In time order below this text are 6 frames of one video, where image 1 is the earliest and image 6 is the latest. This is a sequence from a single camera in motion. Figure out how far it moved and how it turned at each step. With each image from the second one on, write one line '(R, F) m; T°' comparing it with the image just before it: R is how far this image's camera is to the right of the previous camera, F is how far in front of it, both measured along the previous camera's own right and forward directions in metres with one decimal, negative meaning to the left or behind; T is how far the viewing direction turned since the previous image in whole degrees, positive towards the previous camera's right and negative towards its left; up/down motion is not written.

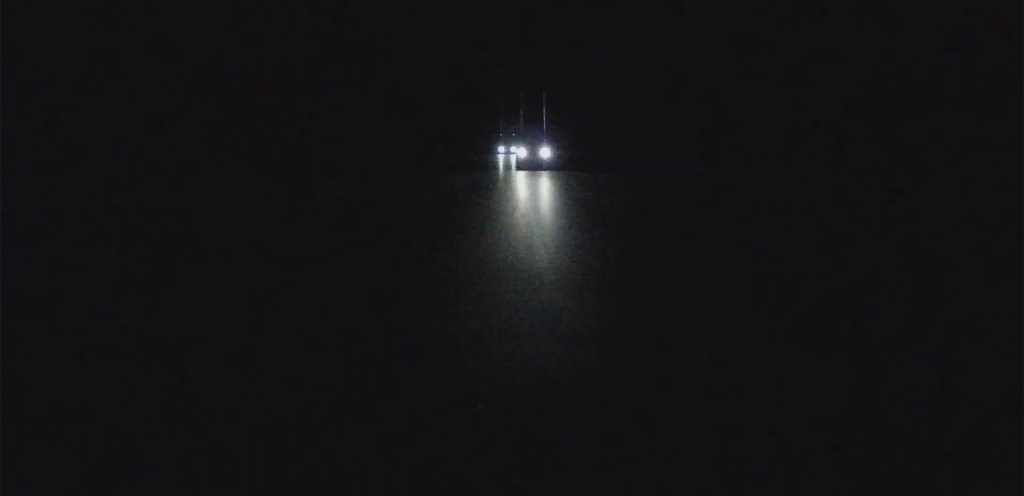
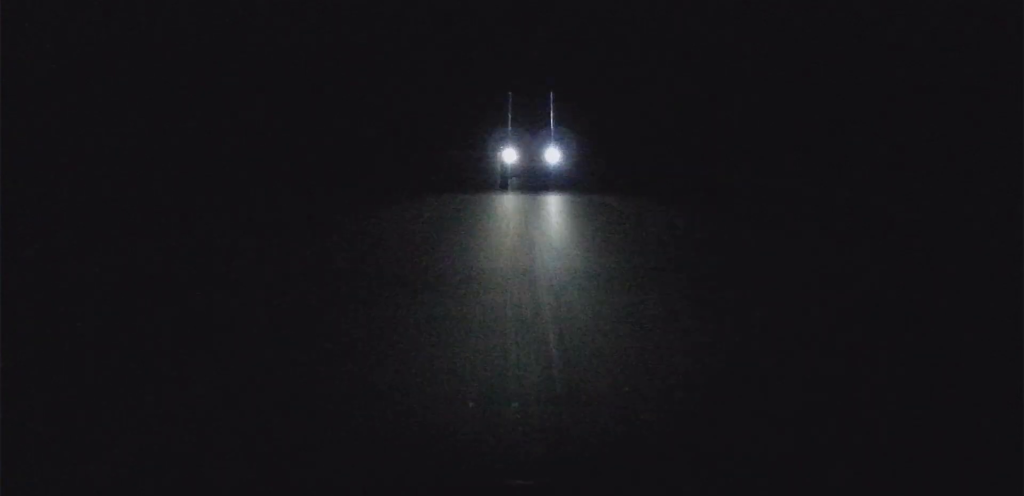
(+9.6, +327.6) m; +4°
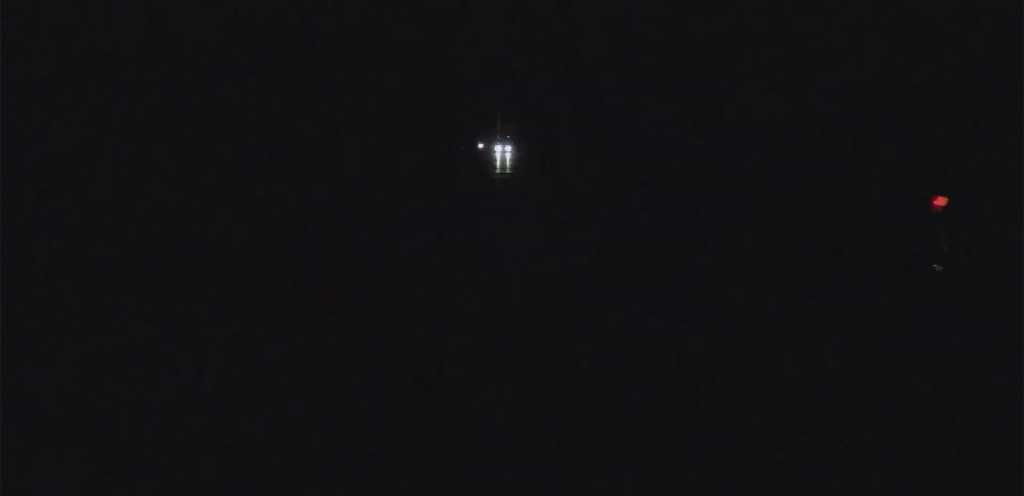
(+13.0, +404.6) m; +3°
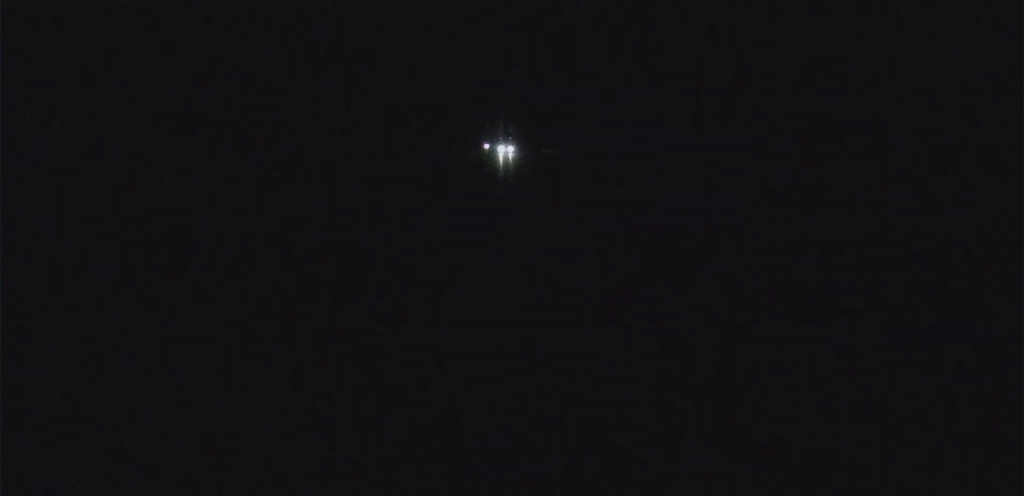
(+9.6, +292.8) m; +3°
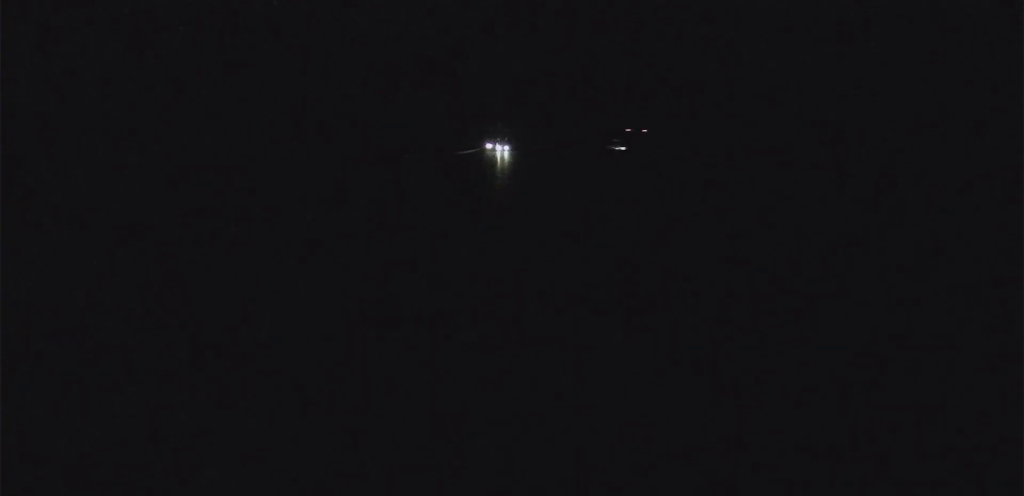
(+98.7, +923.1) m; +12°
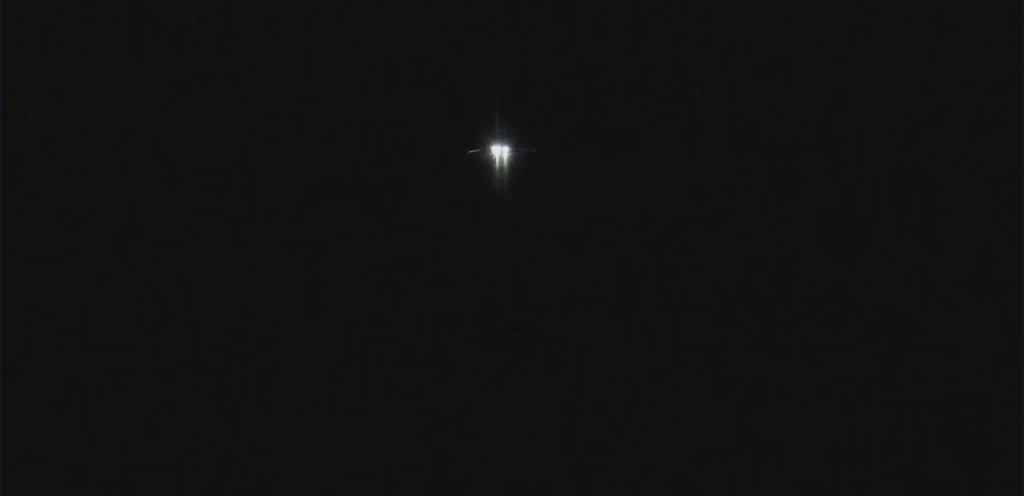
(+20.2, +410.2) m; +5°
